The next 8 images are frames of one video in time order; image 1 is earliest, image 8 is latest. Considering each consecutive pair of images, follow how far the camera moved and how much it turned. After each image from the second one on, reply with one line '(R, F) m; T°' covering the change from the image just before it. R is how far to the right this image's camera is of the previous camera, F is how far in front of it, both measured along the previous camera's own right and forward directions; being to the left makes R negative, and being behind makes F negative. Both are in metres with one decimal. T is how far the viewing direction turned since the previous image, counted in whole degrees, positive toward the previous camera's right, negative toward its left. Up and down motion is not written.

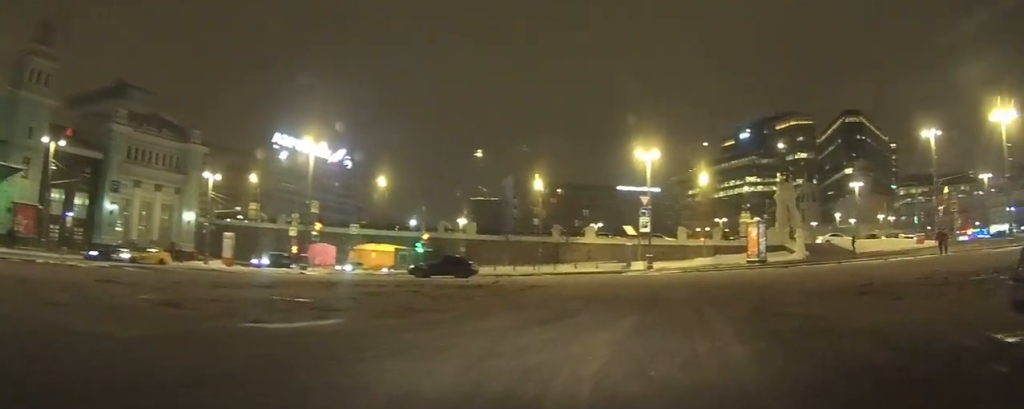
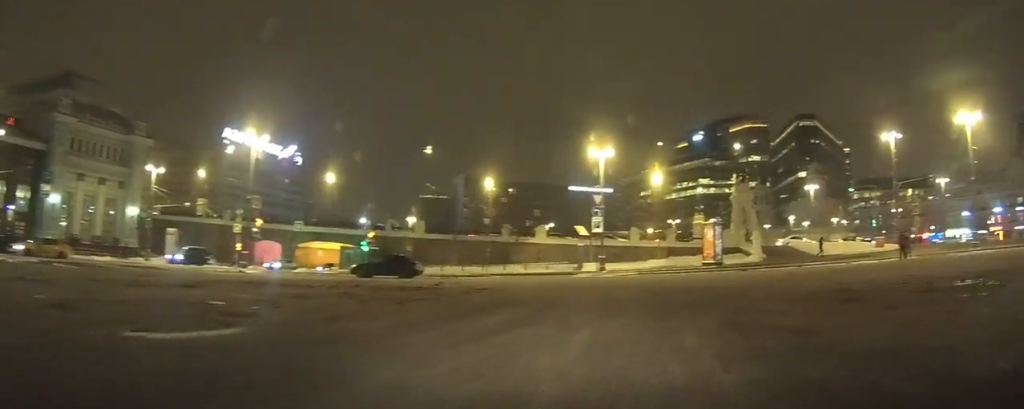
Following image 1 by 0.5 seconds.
(0.0, +1.7) m; +4°
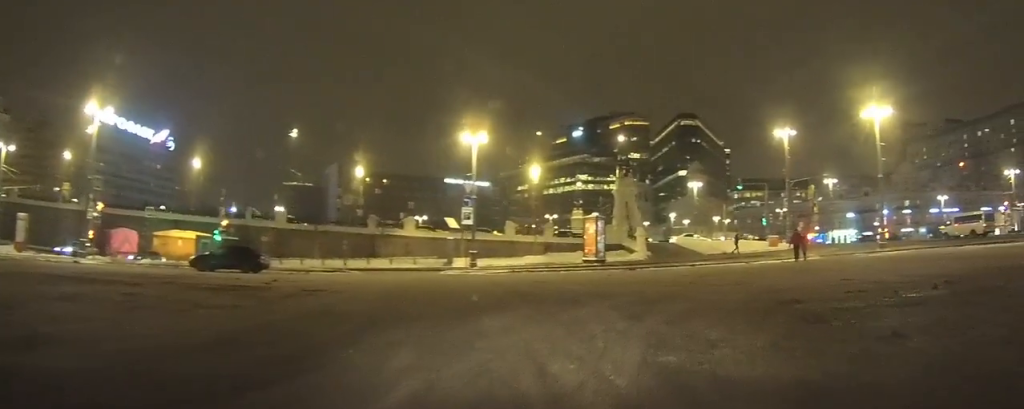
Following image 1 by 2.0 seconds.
(+0.5, +4.3) m; +14°
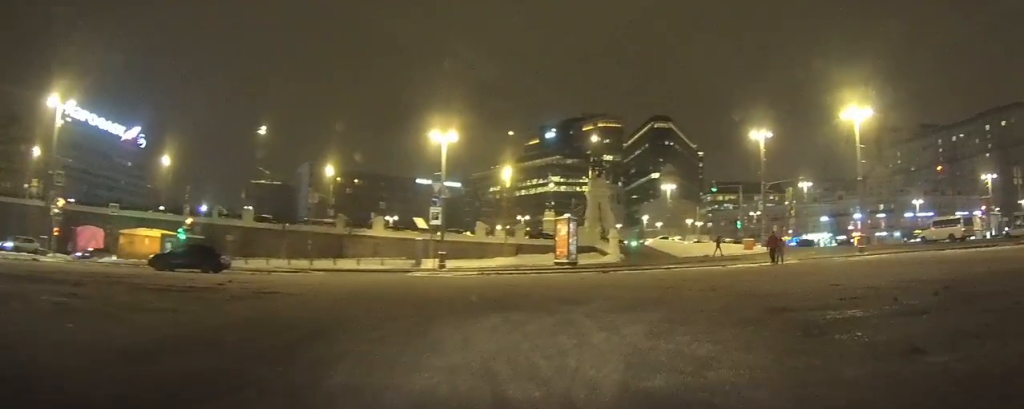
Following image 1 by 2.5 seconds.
(0.0, +1.2) m; +5°
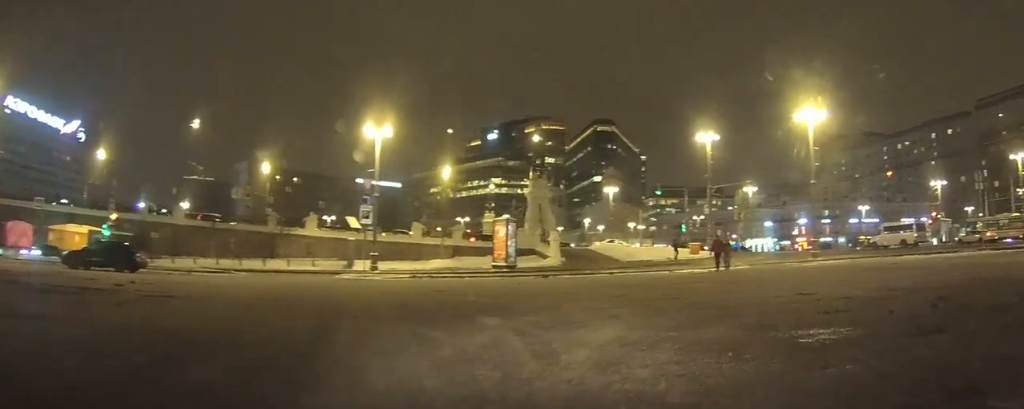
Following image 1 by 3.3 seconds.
(+0.2, +2.1) m; +11°
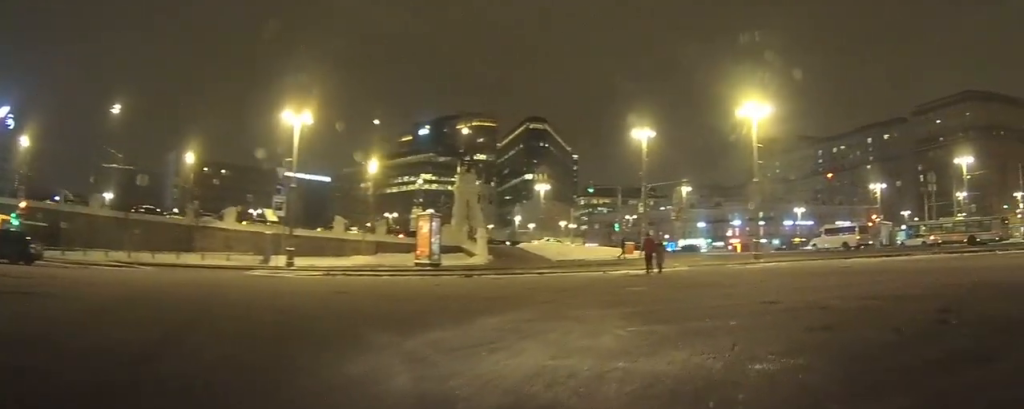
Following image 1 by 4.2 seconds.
(+0.2, +2.1) m; +13°
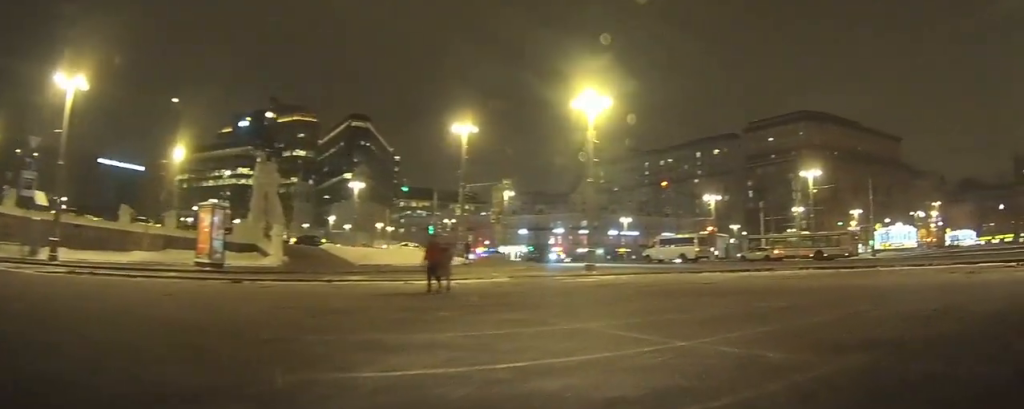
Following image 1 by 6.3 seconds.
(+0.9, +4.3) m; +18°
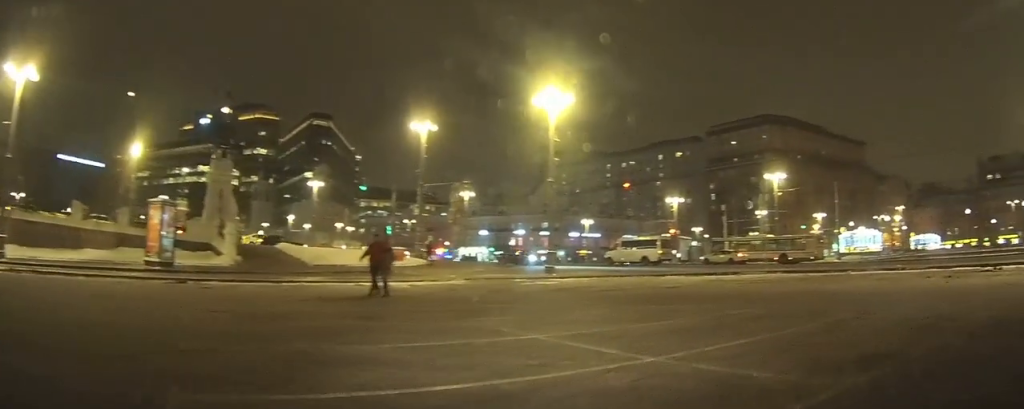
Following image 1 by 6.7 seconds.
(0.0, +0.8) m; +1°
